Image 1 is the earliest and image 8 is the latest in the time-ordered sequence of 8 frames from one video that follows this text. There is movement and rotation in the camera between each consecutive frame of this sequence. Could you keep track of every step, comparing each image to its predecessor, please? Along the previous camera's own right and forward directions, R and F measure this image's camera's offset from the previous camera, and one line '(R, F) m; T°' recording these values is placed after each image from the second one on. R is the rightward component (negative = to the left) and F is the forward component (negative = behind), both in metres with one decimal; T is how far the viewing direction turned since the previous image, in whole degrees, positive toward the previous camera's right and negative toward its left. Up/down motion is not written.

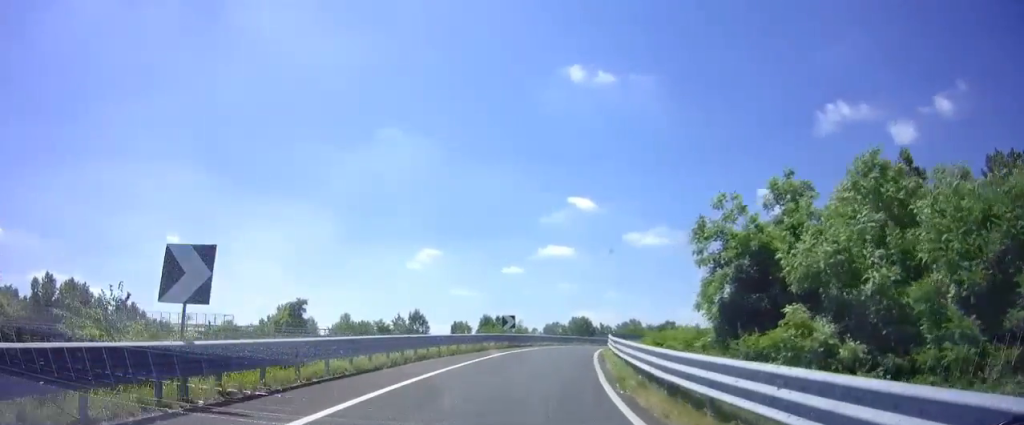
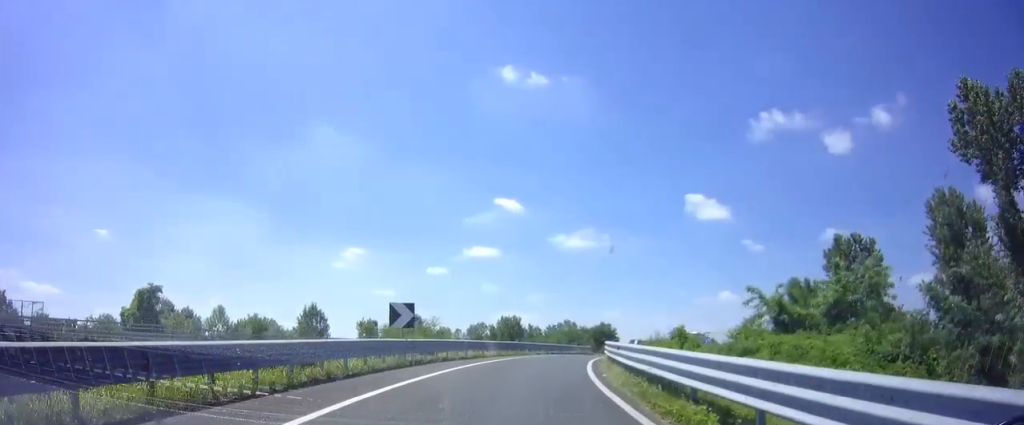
(+1.5, +17.1) m; +8°
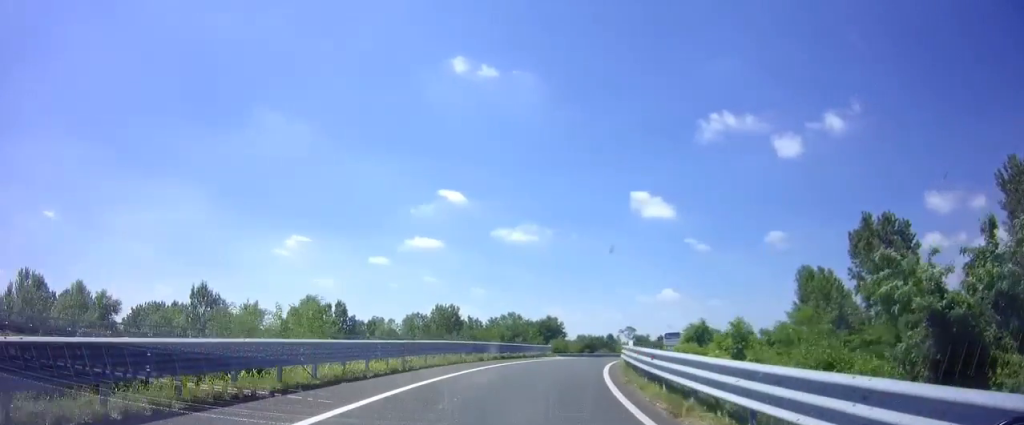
(+0.6, +16.0) m; +7°
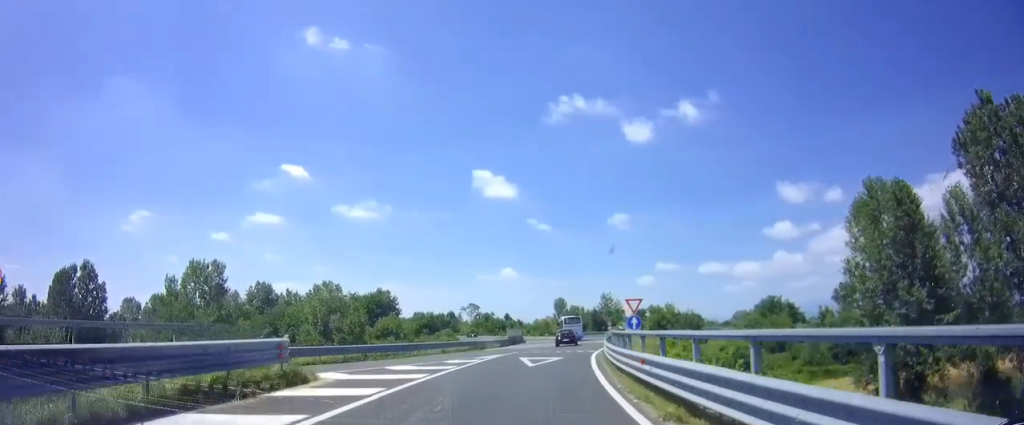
(+5.0, +30.5) m; +16°
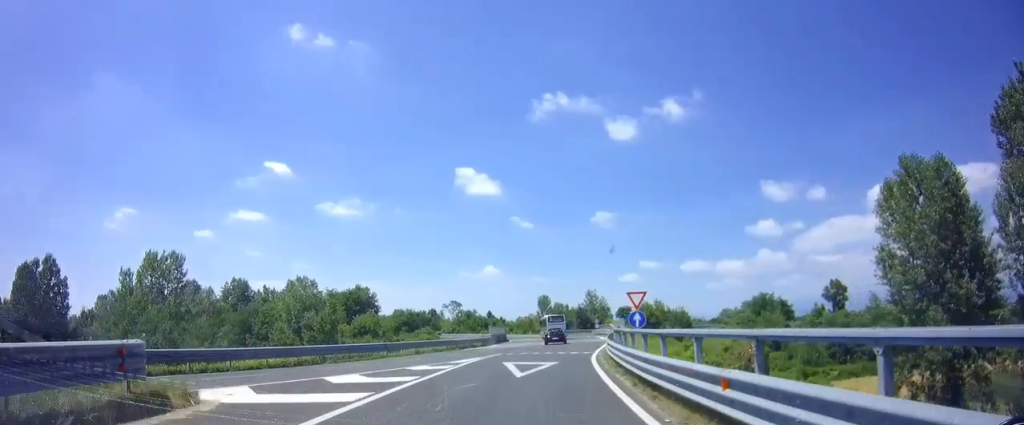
(+0.1, +4.3) m; +1°
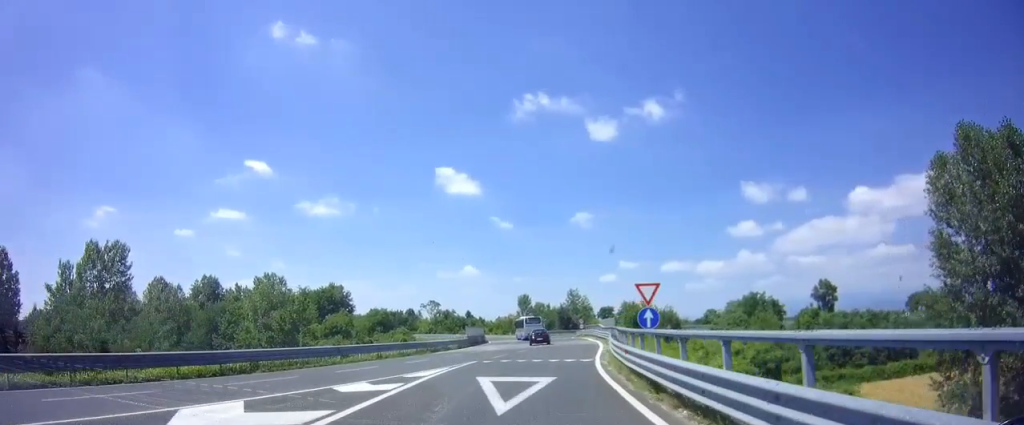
(-0.1, +5.6) m; +1°
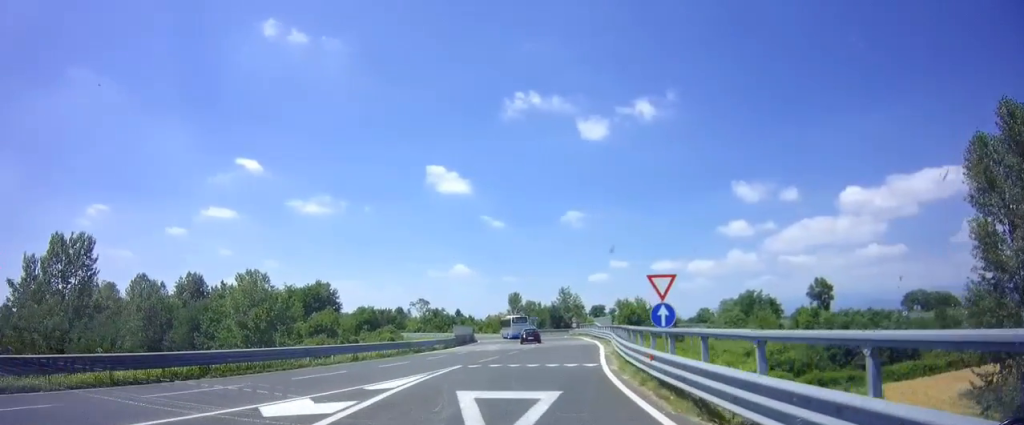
(+0.1, +3.0) m; +1°
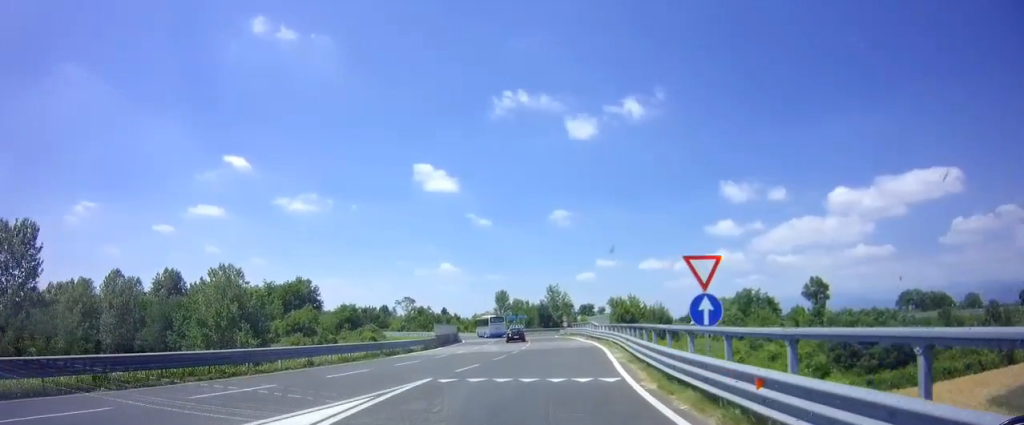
(+0.3, +5.2) m; +2°
